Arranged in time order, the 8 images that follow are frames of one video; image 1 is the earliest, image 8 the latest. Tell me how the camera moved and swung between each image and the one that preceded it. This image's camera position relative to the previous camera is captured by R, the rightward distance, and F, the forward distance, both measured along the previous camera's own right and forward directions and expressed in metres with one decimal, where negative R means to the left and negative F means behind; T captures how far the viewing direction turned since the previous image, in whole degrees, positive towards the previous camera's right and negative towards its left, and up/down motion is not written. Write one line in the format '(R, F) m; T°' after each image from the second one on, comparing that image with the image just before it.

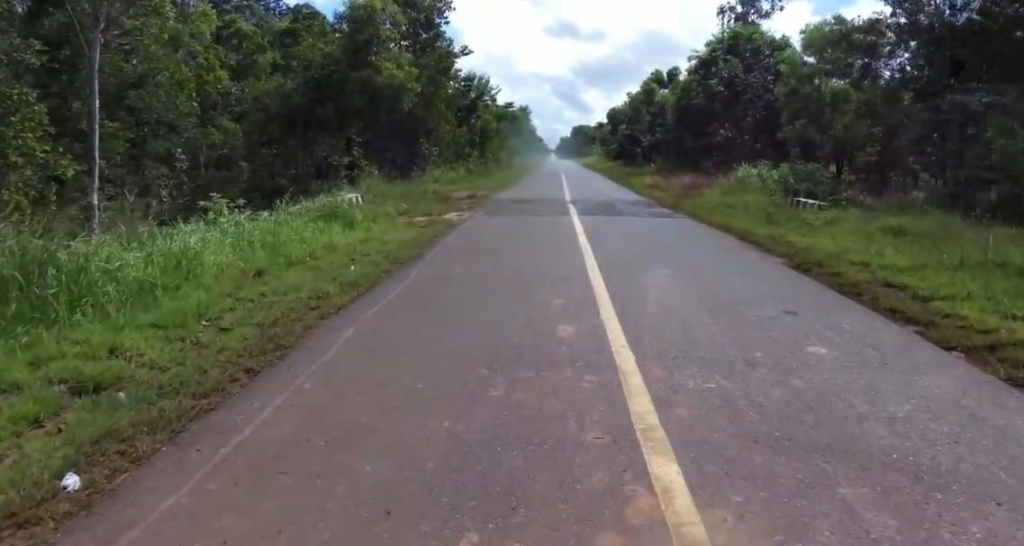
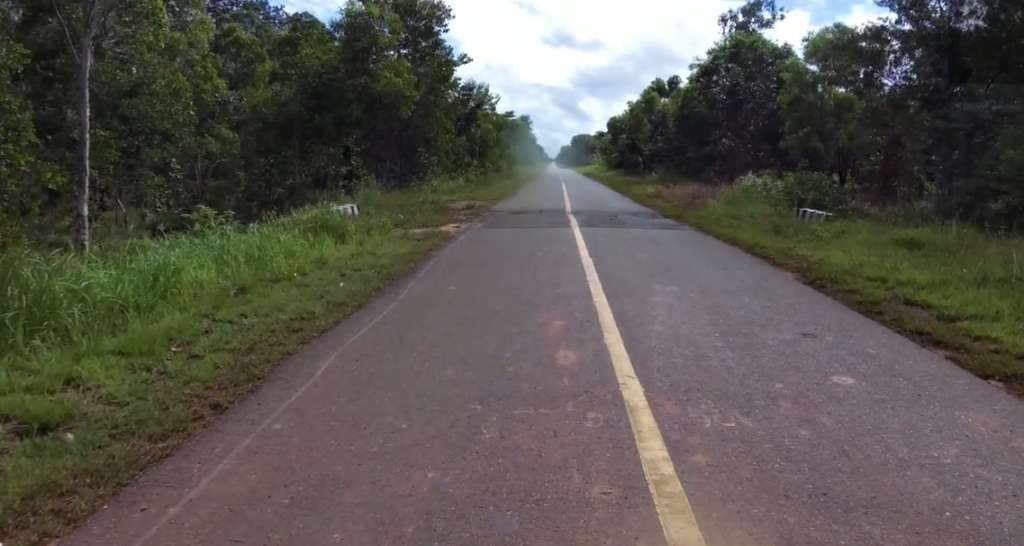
(+0.4, +0.8) m; 0°
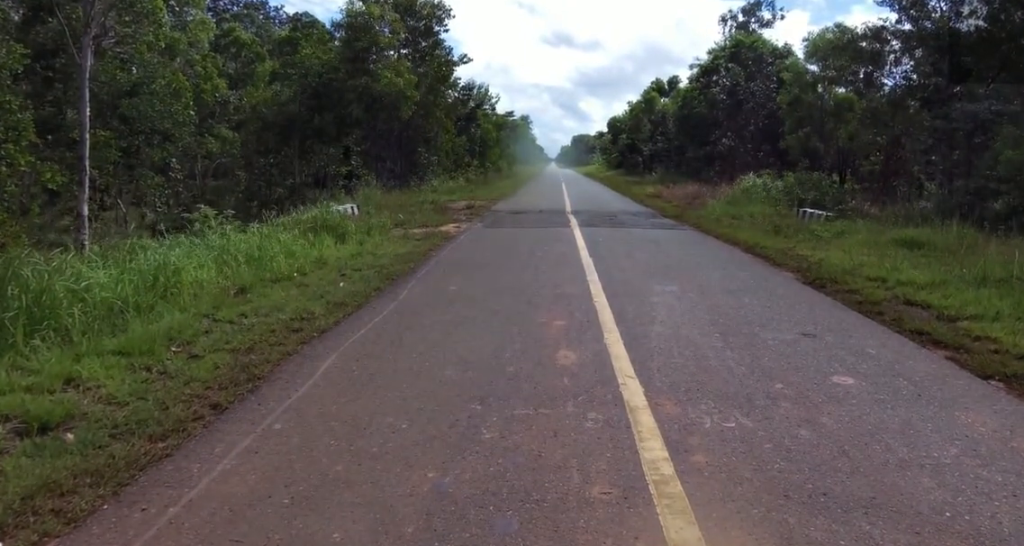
(0.0, 0.0) m; 0°
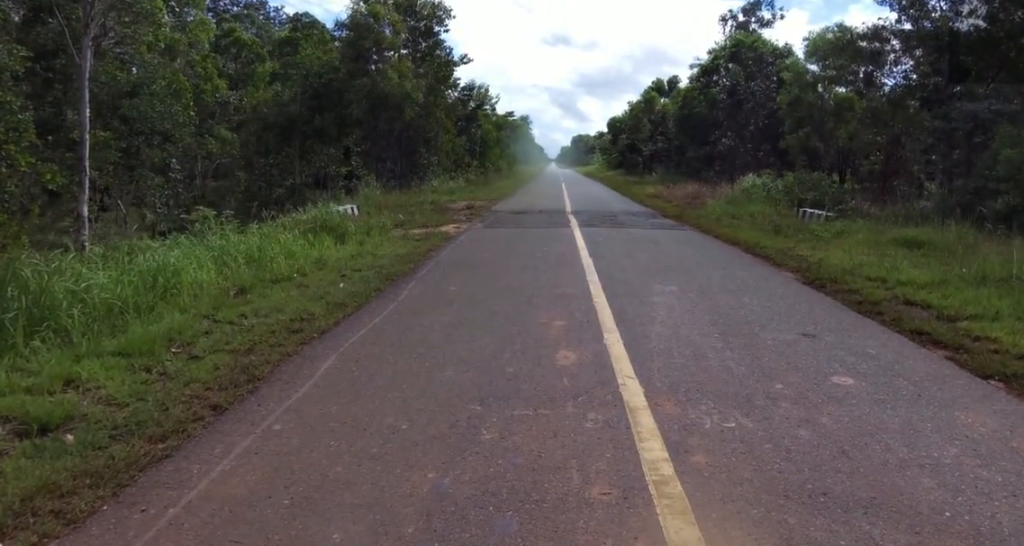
(0.0, 0.0) m; 0°
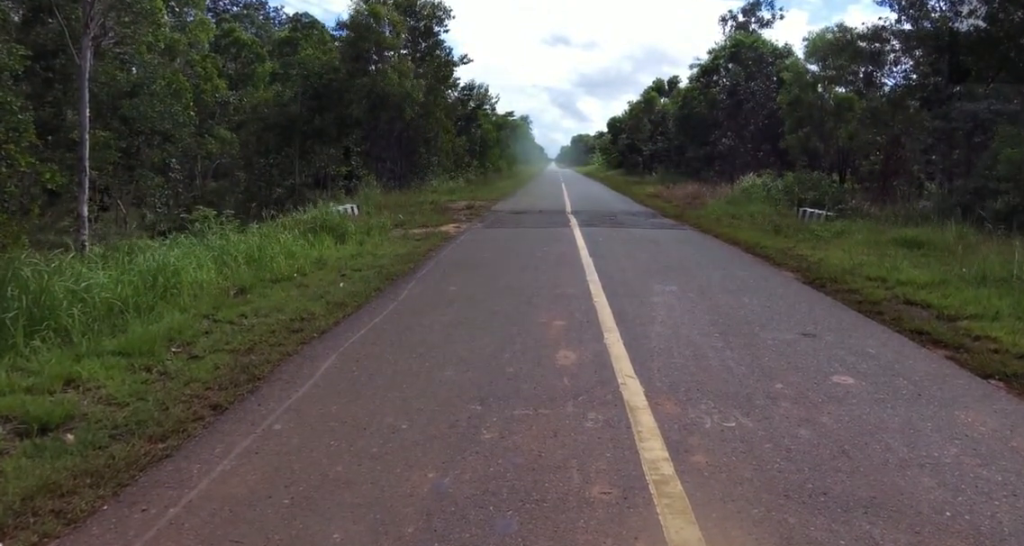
(0.0, 0.0) m; 0°
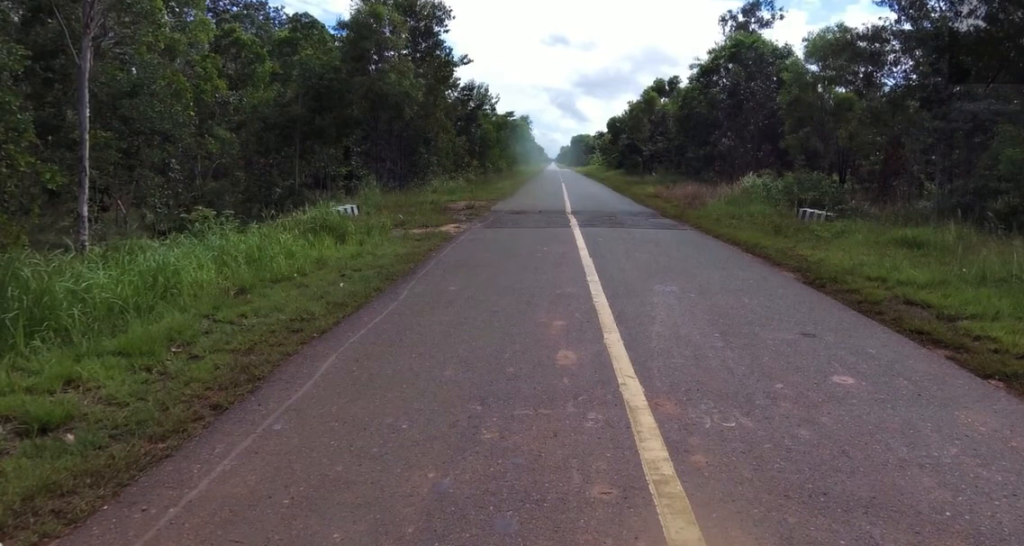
(0.0, 0.0) m; 0°
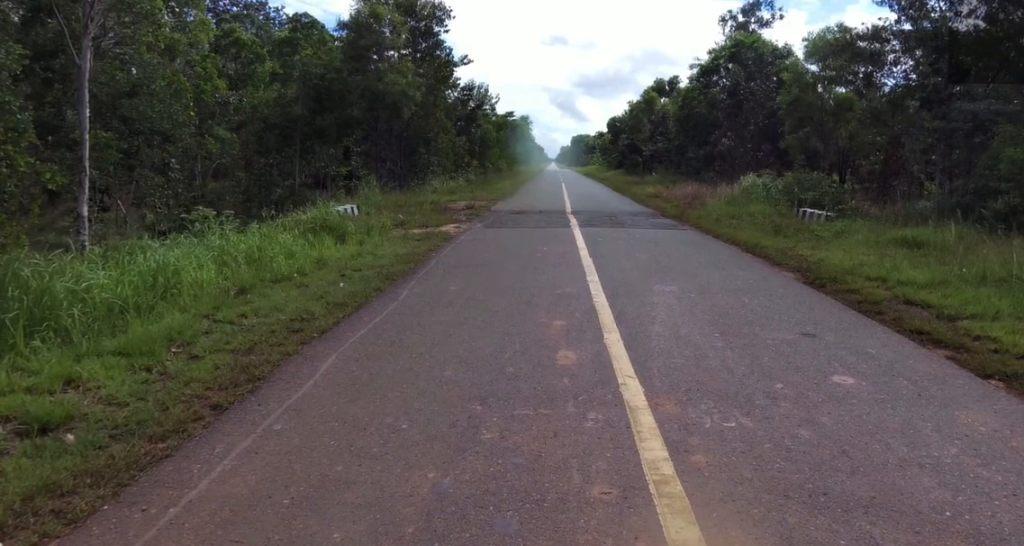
(0.0, 0.0) m; 0°
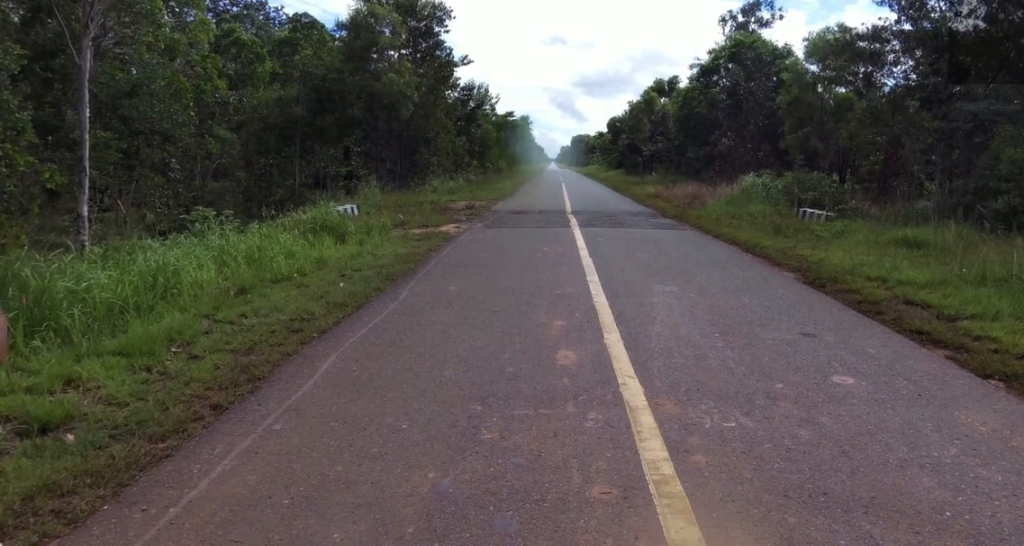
(0.0, 0.0) m; 0°
